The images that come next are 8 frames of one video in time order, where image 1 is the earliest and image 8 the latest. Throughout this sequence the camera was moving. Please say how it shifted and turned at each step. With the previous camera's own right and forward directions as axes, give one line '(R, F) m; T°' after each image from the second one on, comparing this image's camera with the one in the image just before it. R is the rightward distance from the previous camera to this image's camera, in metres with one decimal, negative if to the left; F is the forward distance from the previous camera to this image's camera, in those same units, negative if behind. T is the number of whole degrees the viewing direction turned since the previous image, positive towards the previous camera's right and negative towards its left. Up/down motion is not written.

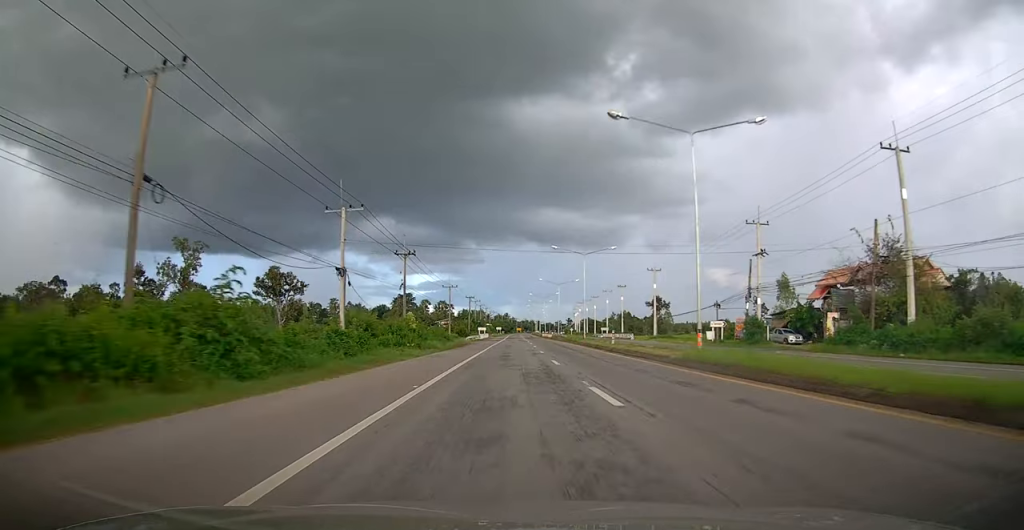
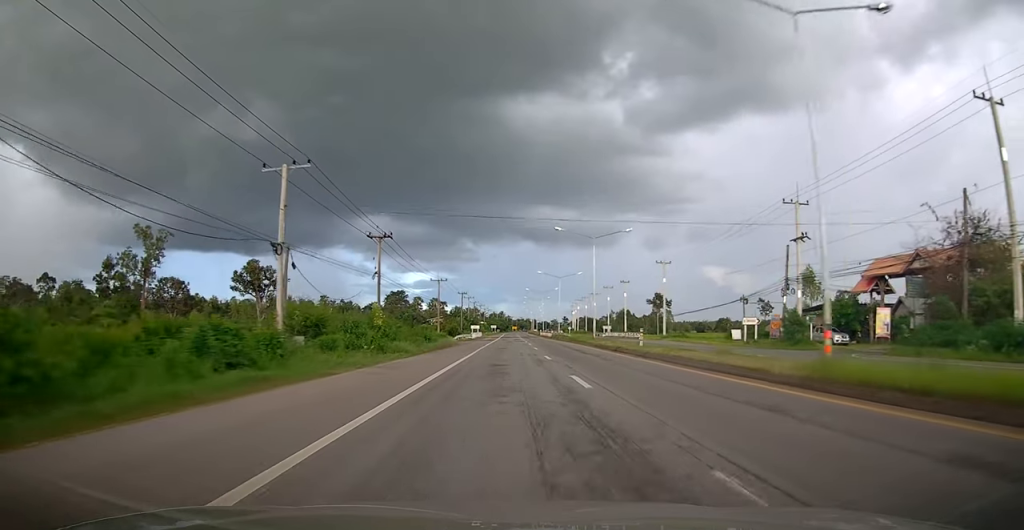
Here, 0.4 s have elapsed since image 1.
(0.0, +9.1) m; 0°
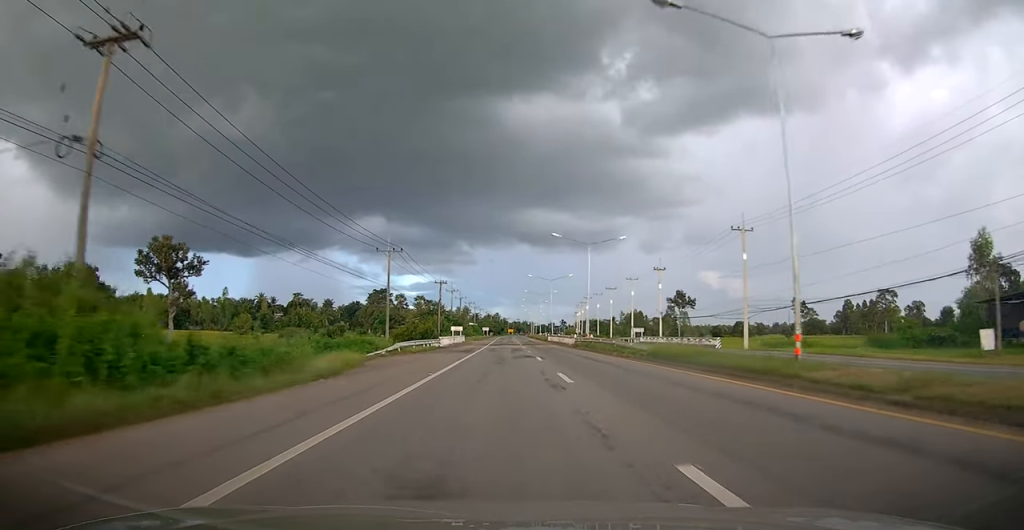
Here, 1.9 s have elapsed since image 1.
(+0.7, +33.7) m; +3°
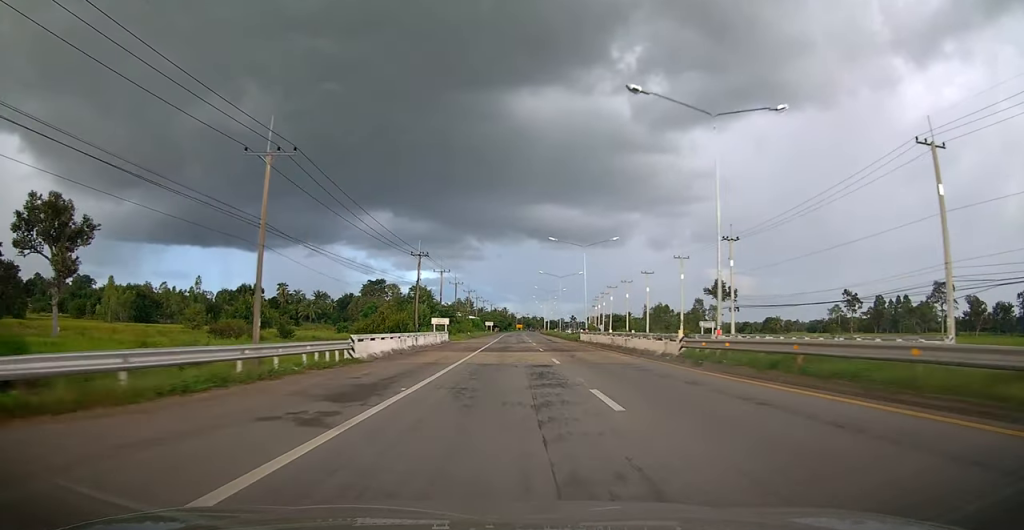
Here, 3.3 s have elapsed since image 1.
(+0.5, +29.2) m; +1°
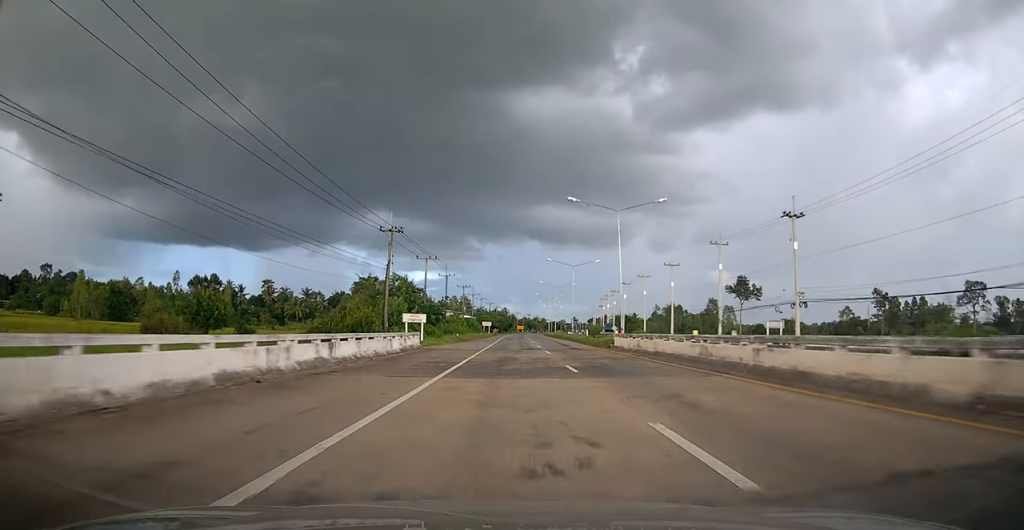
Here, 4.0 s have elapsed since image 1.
(-0.1, +16.3) m; -1°
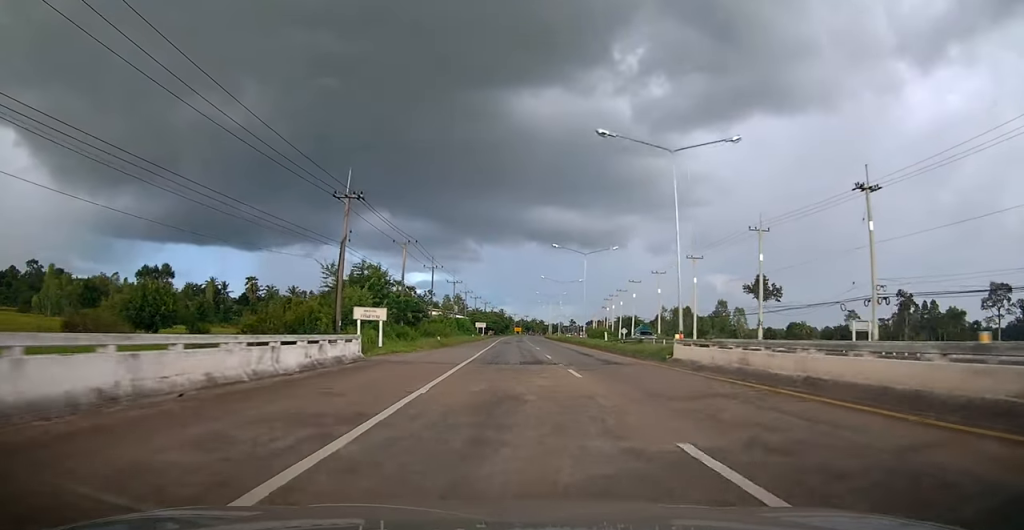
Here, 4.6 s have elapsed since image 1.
(0.0, +13.0) m; -1°
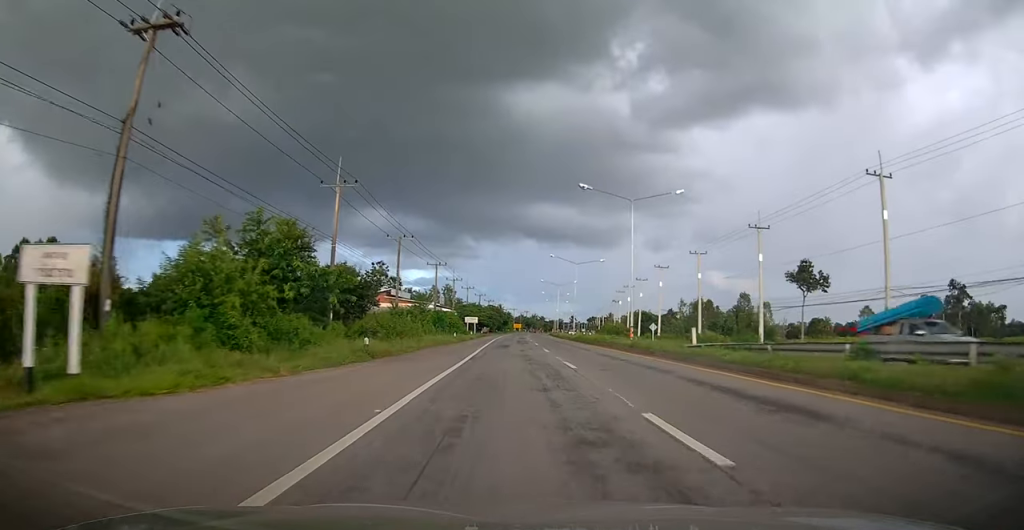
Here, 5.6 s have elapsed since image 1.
(-0.4, +22.1) m; 0°
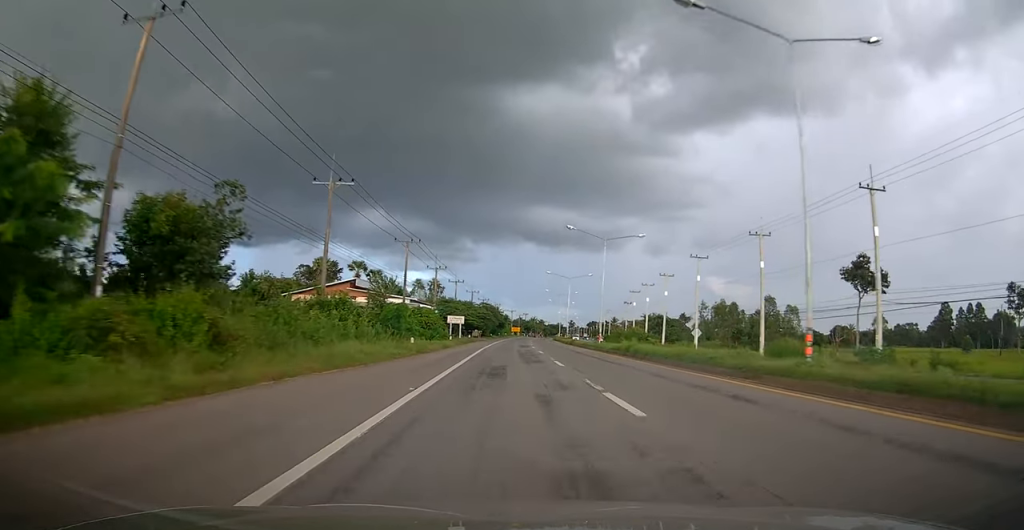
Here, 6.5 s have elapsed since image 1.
(+0.5, +20.7) m; +1°
